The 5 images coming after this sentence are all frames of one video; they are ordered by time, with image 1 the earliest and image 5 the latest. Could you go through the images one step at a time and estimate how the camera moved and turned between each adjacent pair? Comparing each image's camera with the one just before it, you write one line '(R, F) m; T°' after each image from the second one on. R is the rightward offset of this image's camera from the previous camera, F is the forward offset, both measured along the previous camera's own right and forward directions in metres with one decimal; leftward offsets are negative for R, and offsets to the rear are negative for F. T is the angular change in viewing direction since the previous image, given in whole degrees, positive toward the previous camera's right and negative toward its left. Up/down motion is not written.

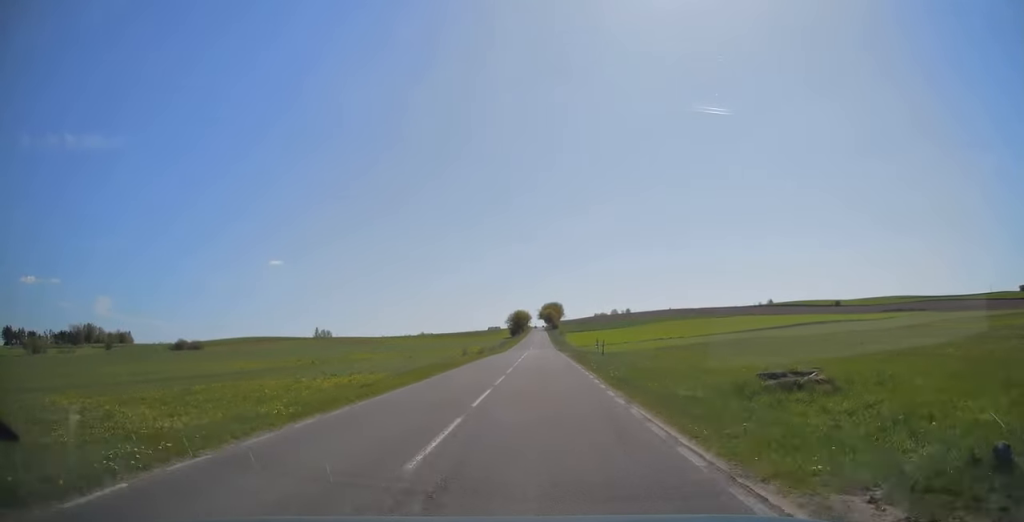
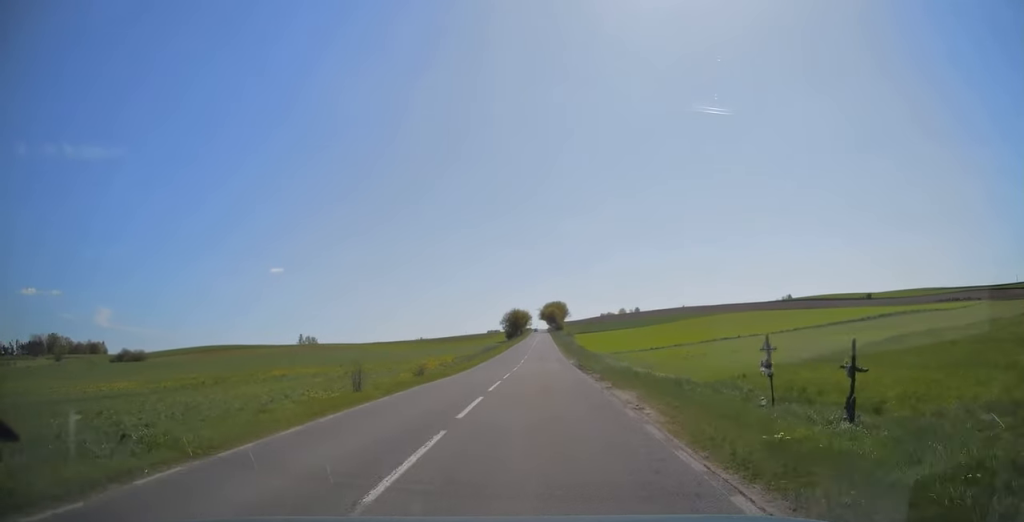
(0.0, +36.7) m; 0°
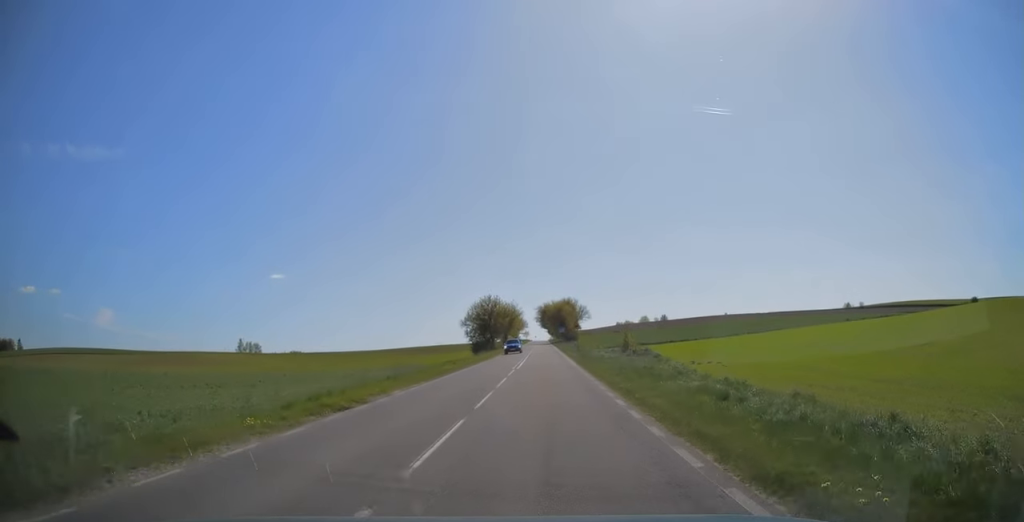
(-0.3, +93.0) m; 0°
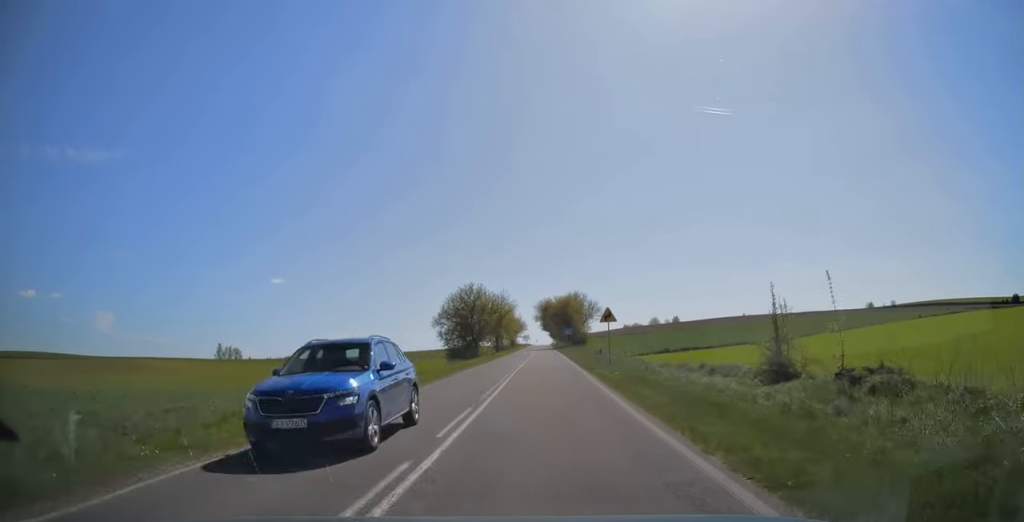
(-0.1, +26.7) m; 0°
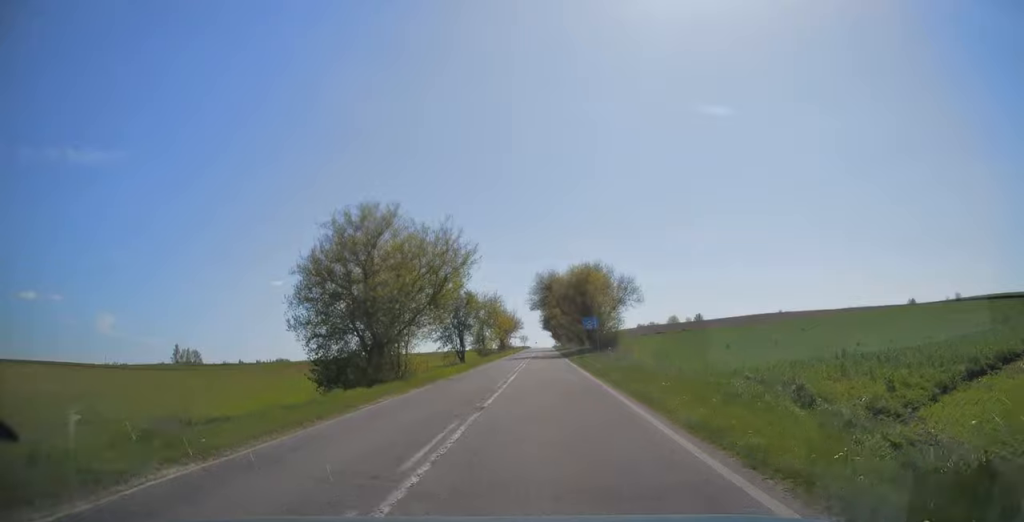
(0.0, +44.0) m; 0°
